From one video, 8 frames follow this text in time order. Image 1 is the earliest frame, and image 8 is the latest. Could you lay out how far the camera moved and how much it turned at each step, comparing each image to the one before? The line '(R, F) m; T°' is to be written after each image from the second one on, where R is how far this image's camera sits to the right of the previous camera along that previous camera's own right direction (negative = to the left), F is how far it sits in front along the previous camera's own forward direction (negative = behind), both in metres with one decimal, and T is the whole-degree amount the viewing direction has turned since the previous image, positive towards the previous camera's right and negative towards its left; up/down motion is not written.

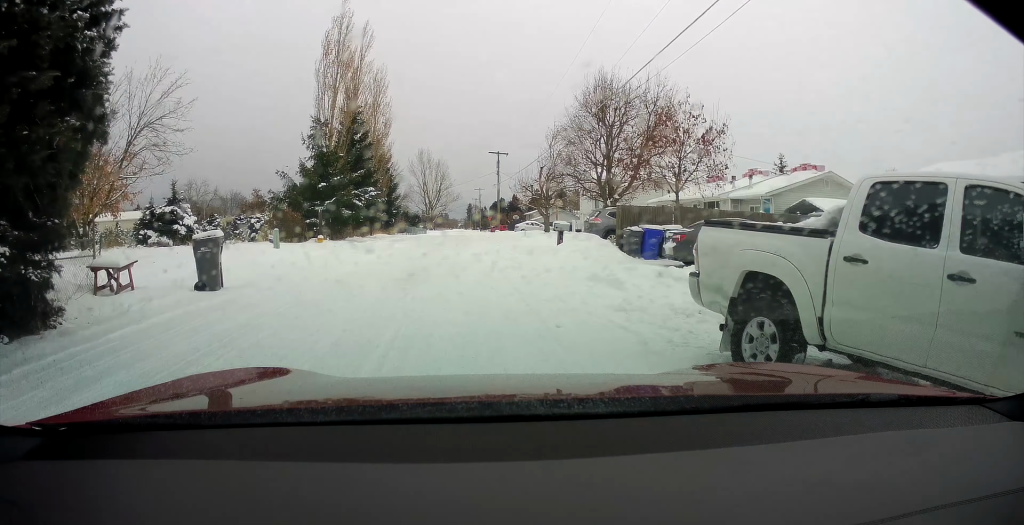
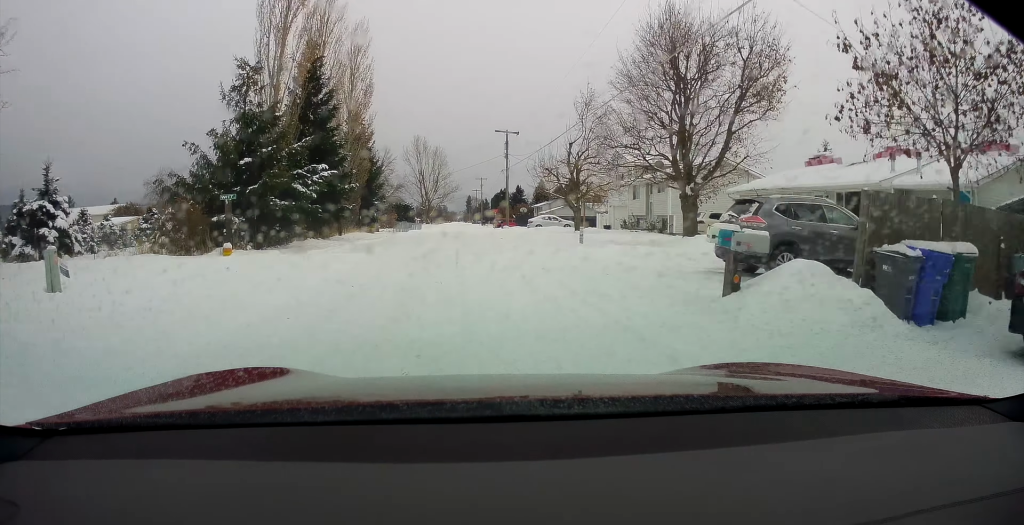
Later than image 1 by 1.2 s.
(-0.5, +13.1) m; -2°
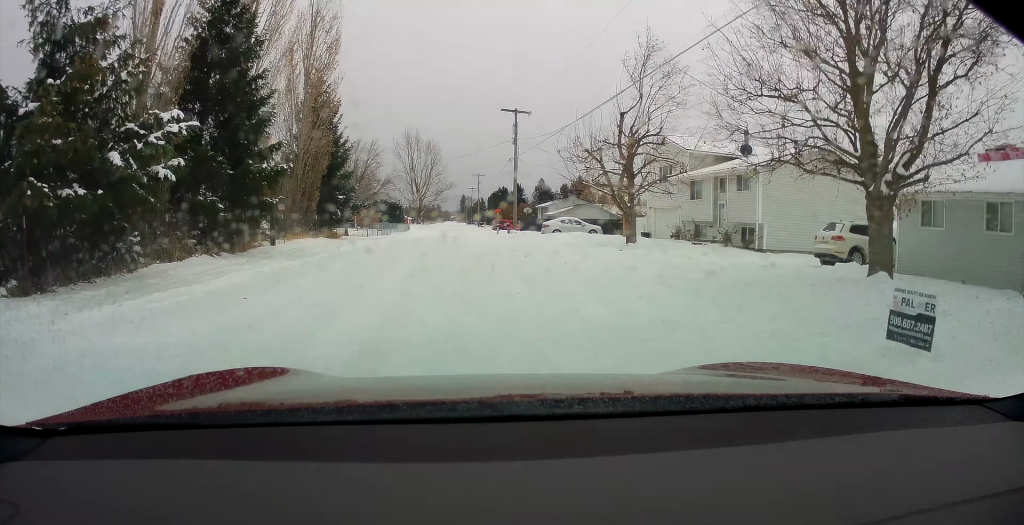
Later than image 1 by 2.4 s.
(+0.3, +12.9) m; +3°
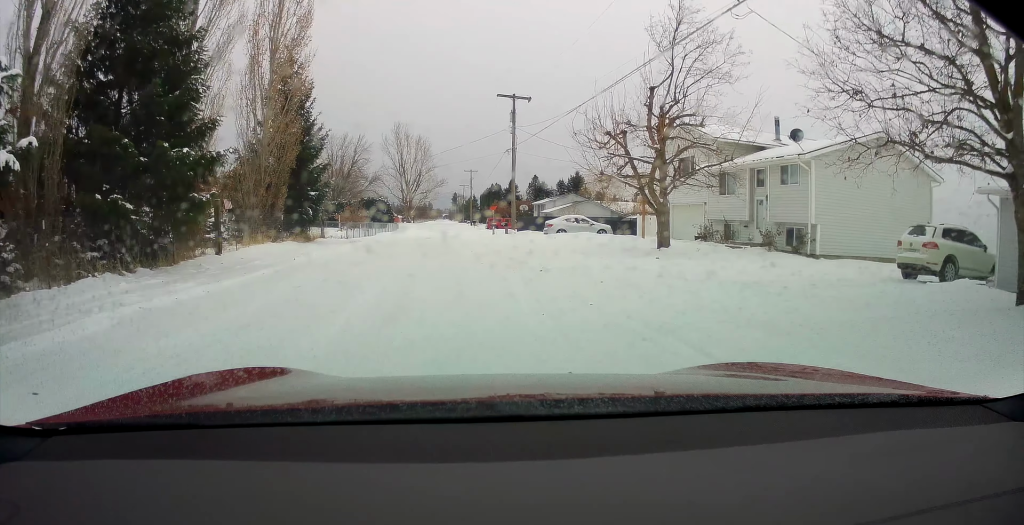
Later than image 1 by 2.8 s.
(+0.1, +5.1) m; +1°
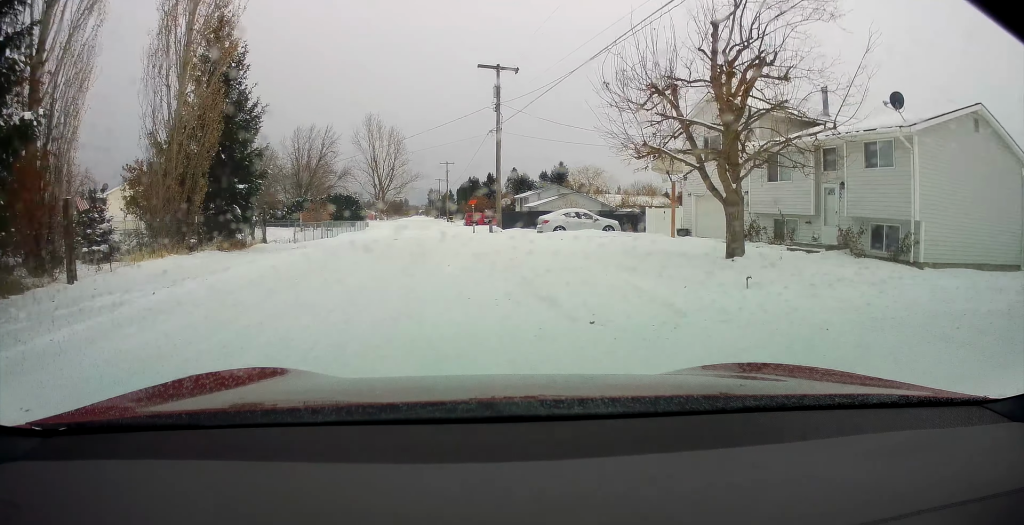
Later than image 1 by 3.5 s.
(0.0, +7.4) m; 0°
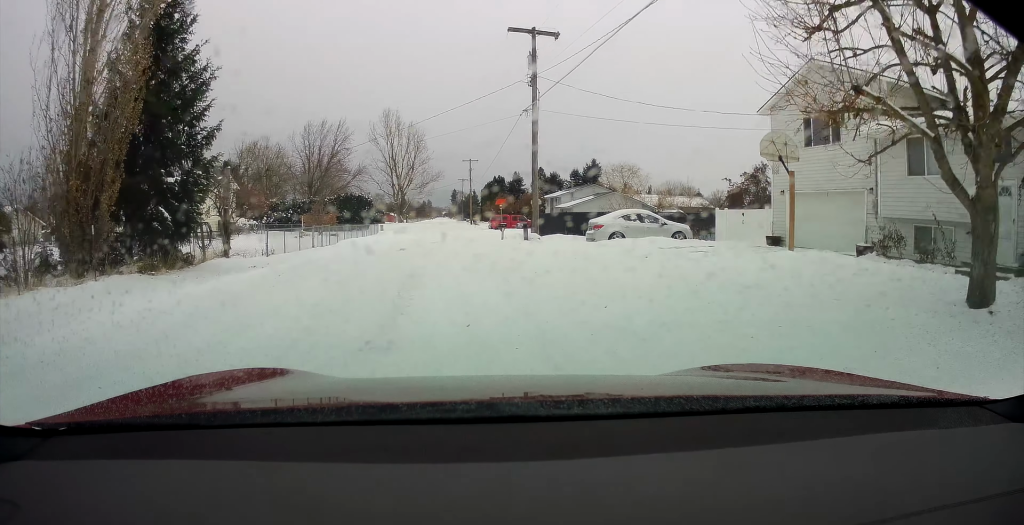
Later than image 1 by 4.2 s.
(0.0, +7.8) m; 0°
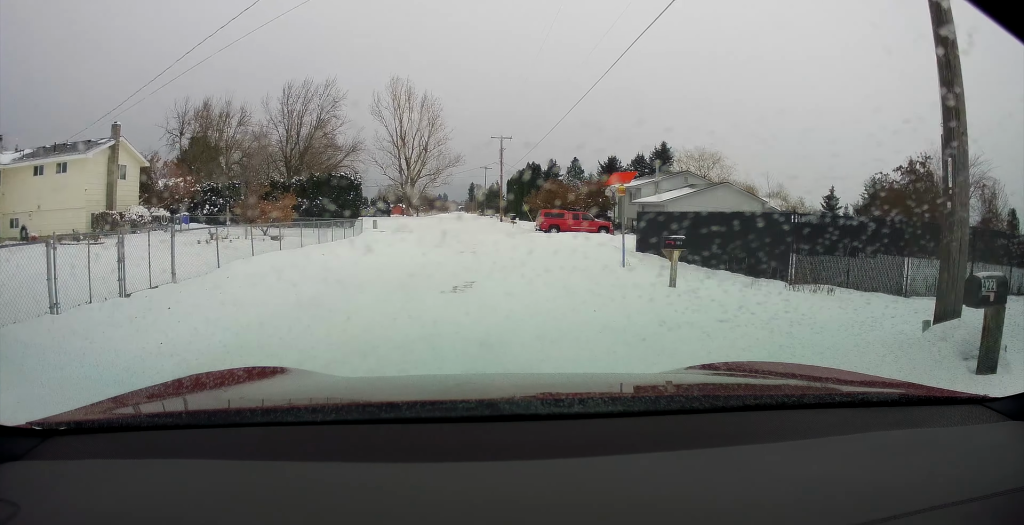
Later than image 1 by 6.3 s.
(0.0, +23.3) m; -1°
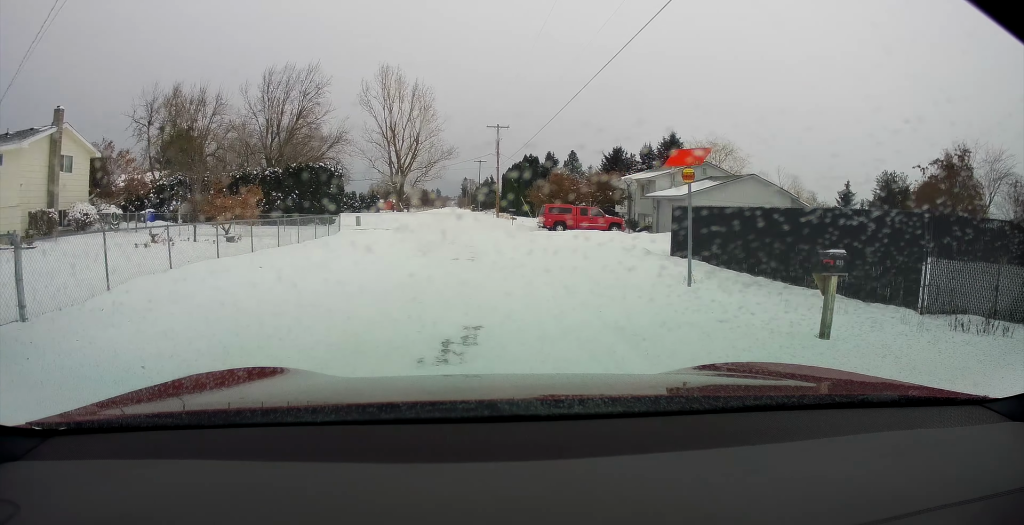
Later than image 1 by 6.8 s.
(0.0, +4.9) m; -1°
